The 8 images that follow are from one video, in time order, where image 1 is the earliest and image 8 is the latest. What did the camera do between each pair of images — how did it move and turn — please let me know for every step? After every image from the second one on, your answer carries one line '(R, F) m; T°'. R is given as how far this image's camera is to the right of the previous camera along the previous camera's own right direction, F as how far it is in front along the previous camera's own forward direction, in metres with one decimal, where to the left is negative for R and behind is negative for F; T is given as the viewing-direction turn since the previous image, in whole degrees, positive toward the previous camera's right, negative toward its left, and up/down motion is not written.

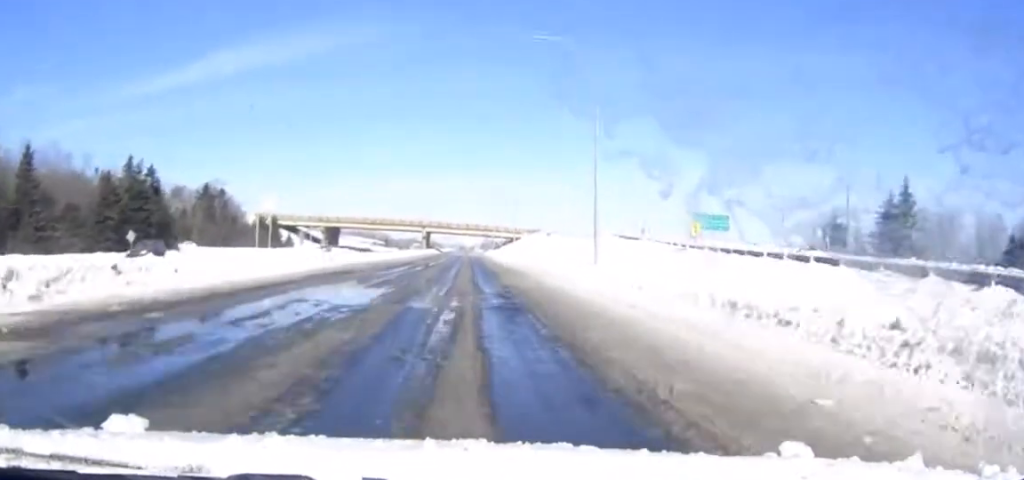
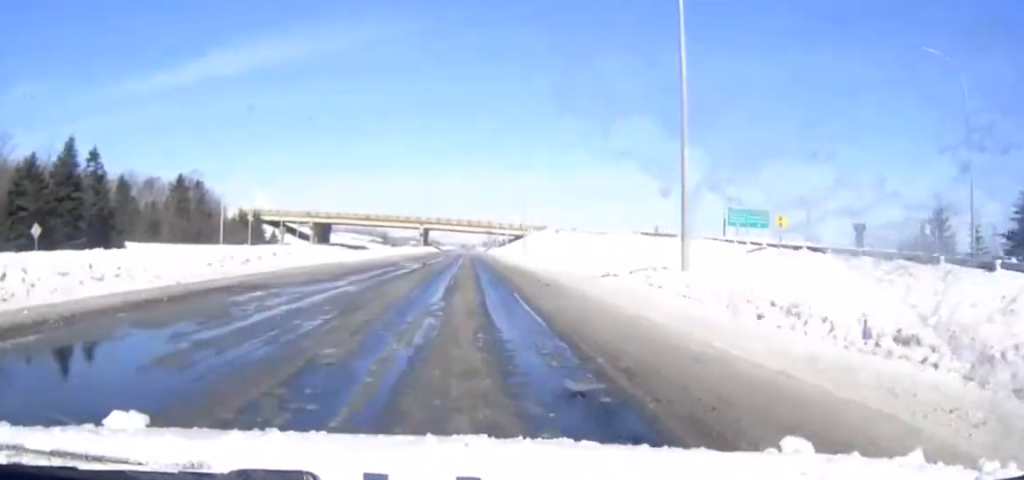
(0.0, +16.9) m; 0°
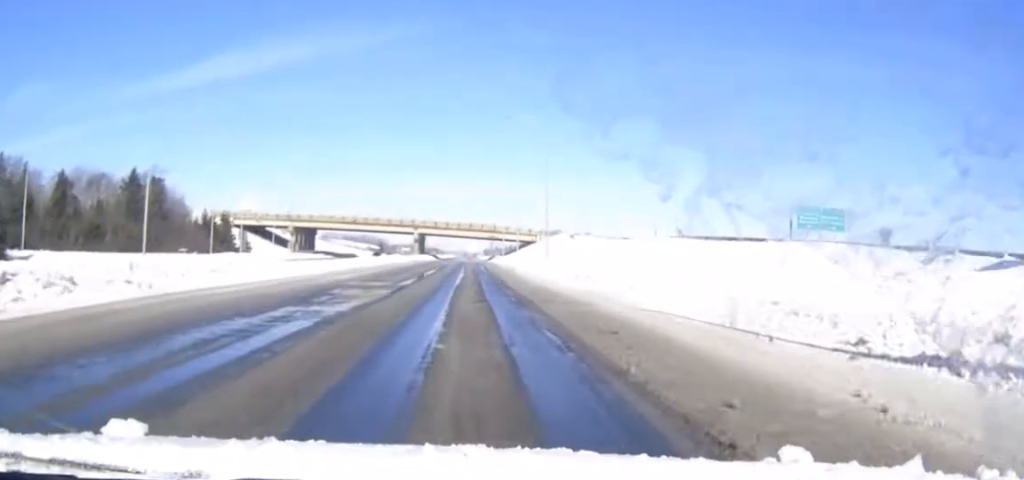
(-0.1, +23.9) m; 0°
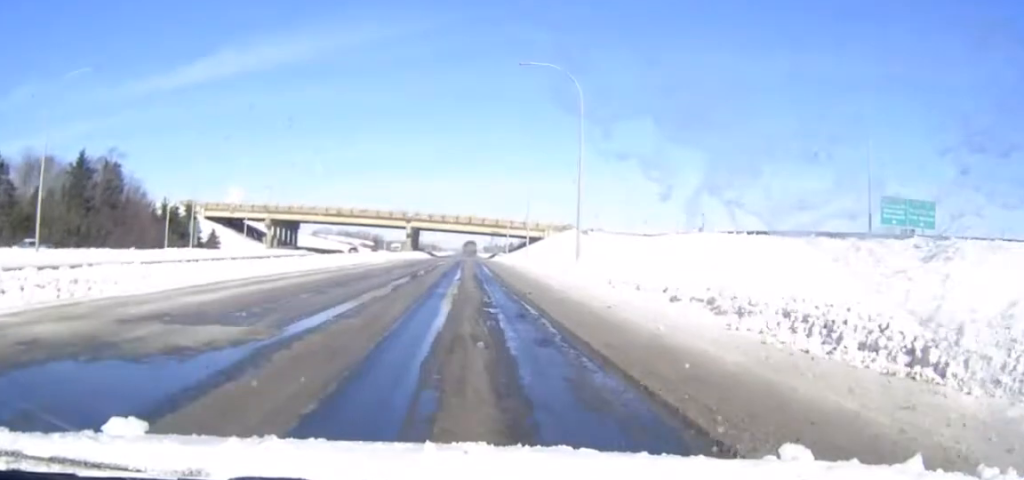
(0.0, +19.5) m; 0°
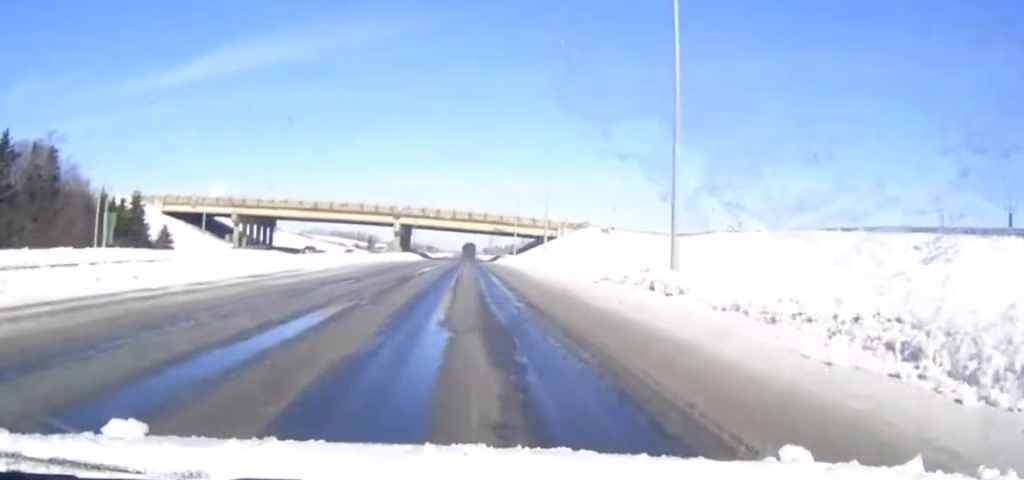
(0.0, +22.1) m; 0°
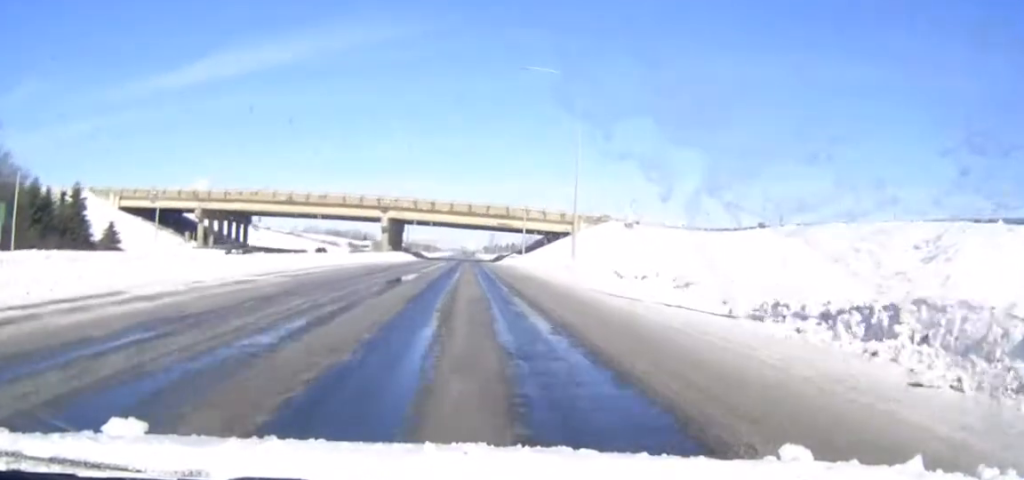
(0.0, +18.4) m; 0°
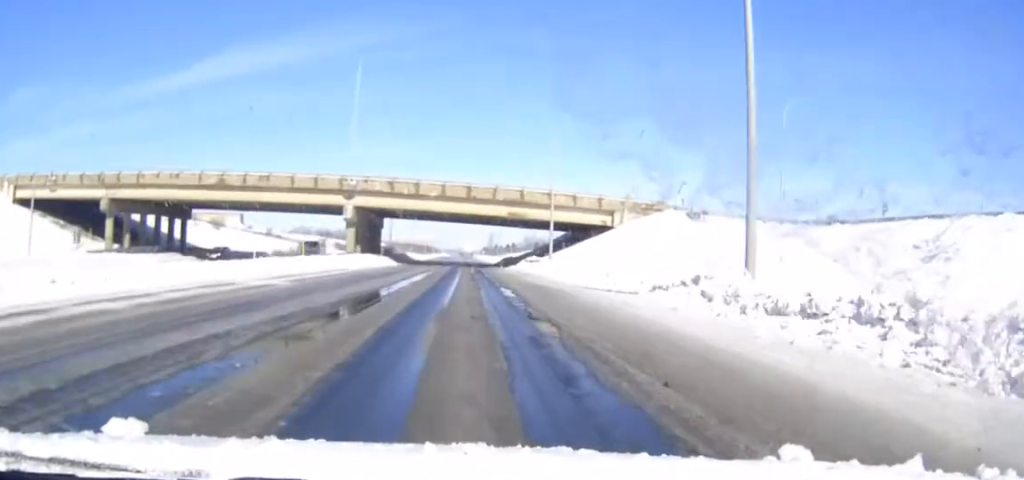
(0.0, +31.0) m; 0°
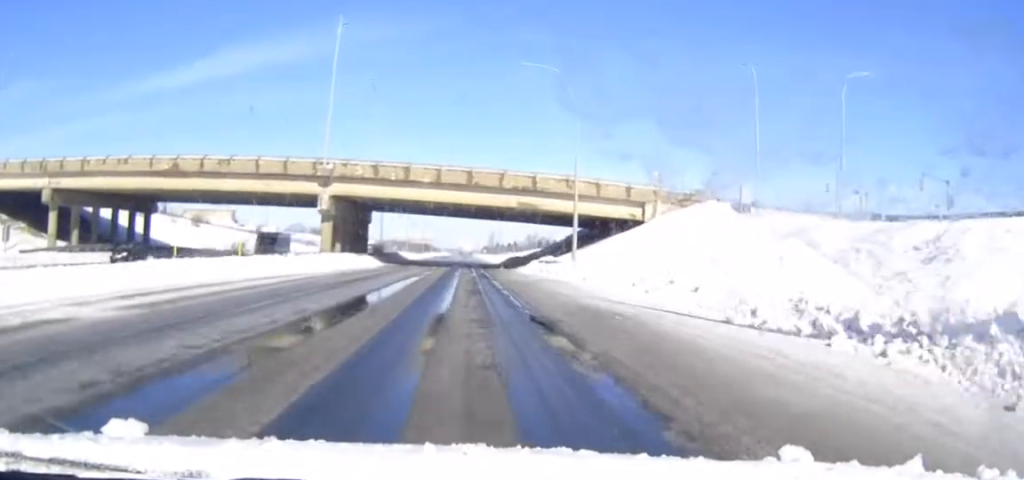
(0.0, +13.3) m; 0°
